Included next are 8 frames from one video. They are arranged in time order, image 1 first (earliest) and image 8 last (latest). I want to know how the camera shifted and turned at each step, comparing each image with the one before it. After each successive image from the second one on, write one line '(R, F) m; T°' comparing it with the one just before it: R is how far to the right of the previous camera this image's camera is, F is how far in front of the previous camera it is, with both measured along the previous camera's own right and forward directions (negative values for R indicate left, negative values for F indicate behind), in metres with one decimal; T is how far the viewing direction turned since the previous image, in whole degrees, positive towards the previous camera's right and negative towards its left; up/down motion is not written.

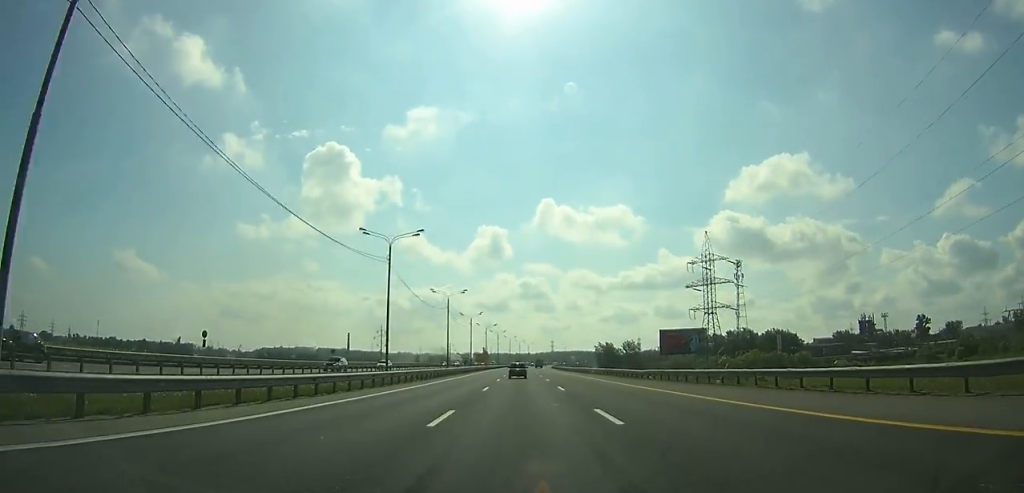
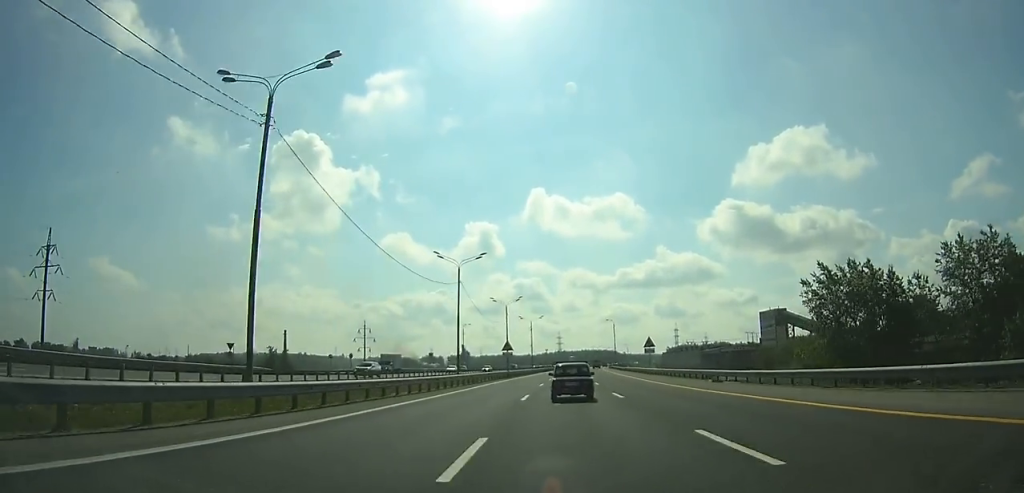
(-3.4, +217.7) m; +1°
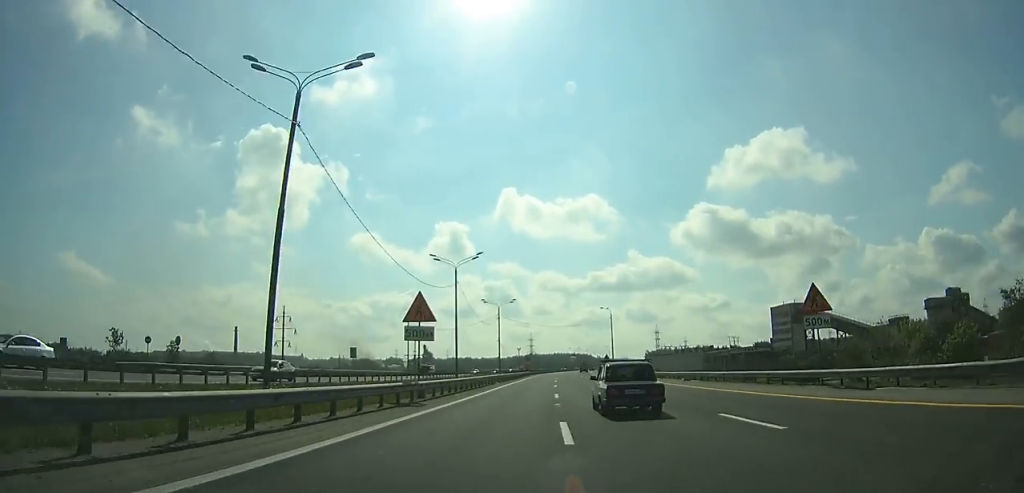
(+0.3, +45.7) m; +2°
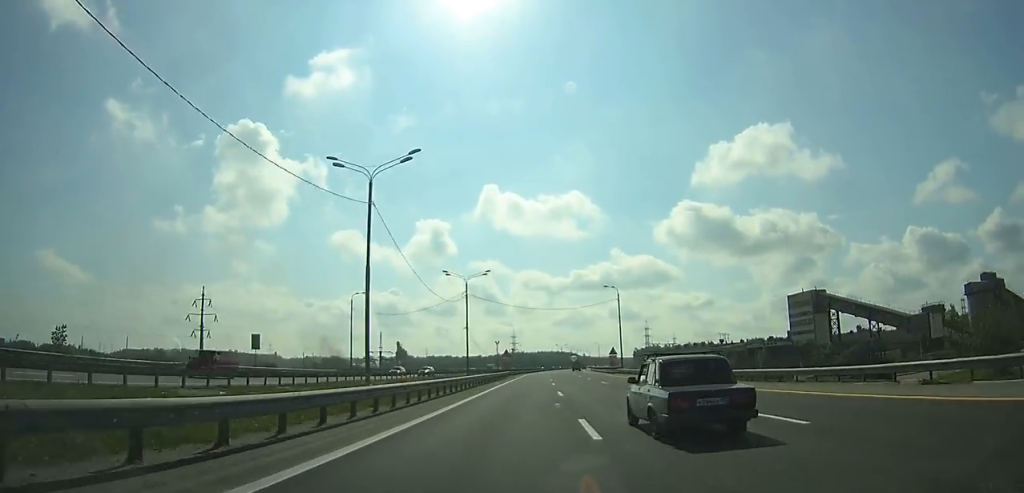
(+0.7, +31.5) m; +1°
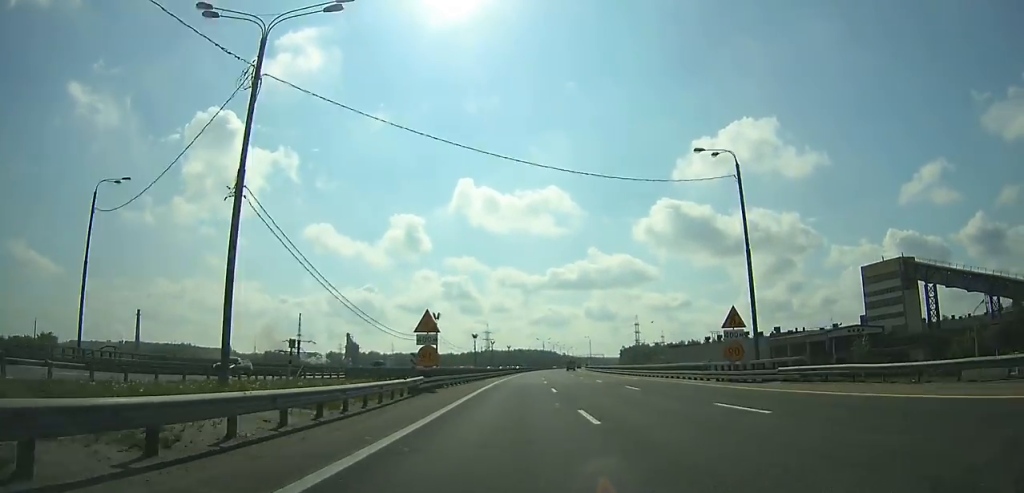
(+1.3, +60.8) m; +2°
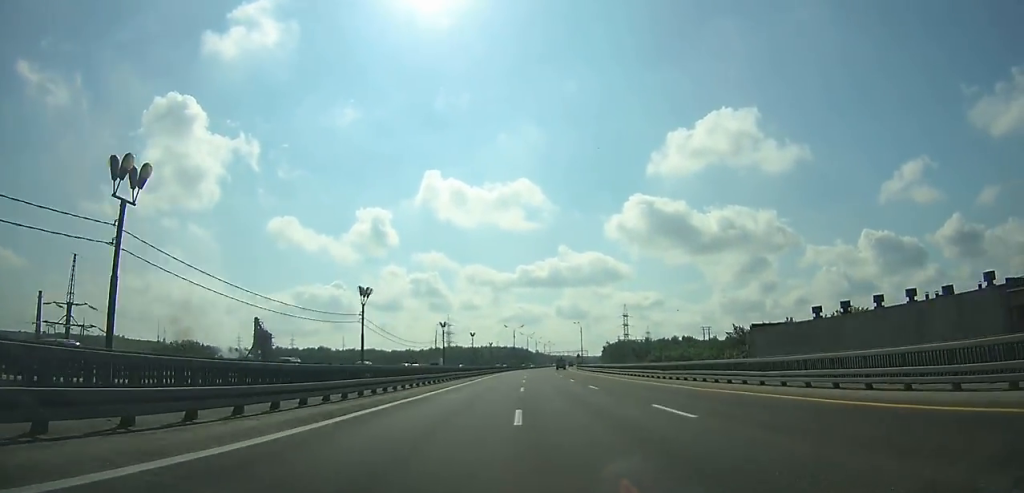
(+1.9, +78.0) m; +3°
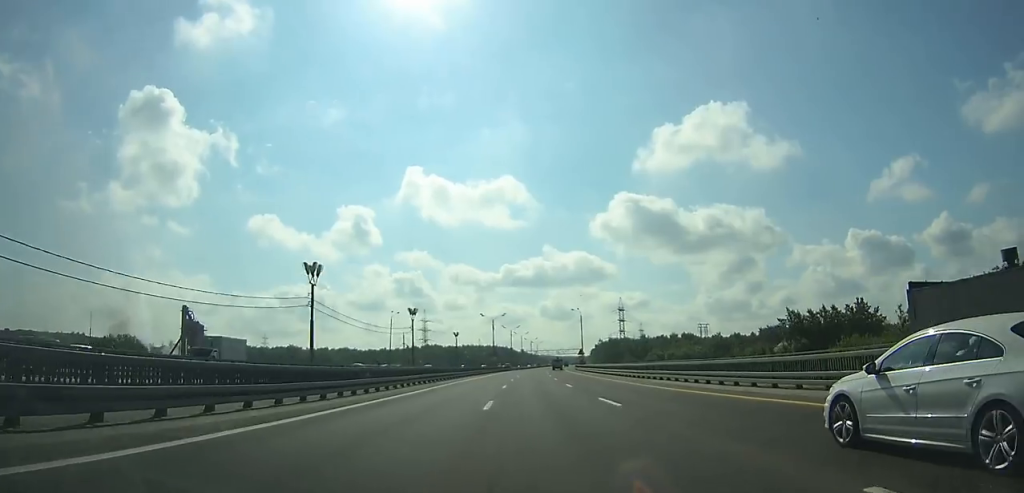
(+0.5, +43.8) m; +1°
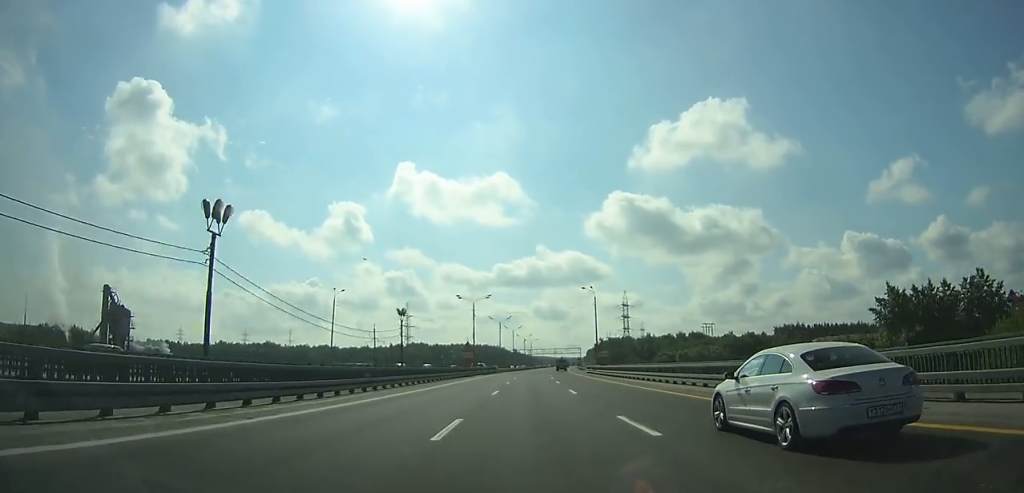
(+0.4, +38.7) m; +1°
